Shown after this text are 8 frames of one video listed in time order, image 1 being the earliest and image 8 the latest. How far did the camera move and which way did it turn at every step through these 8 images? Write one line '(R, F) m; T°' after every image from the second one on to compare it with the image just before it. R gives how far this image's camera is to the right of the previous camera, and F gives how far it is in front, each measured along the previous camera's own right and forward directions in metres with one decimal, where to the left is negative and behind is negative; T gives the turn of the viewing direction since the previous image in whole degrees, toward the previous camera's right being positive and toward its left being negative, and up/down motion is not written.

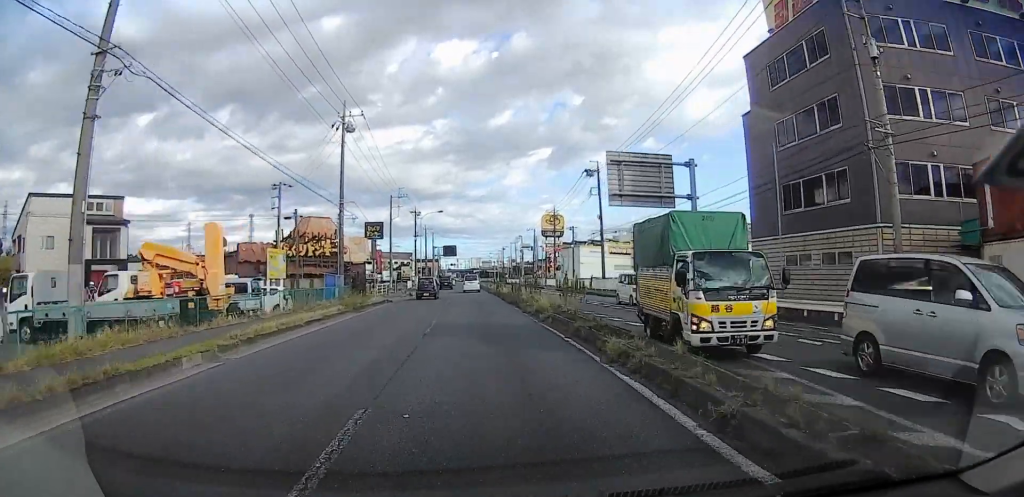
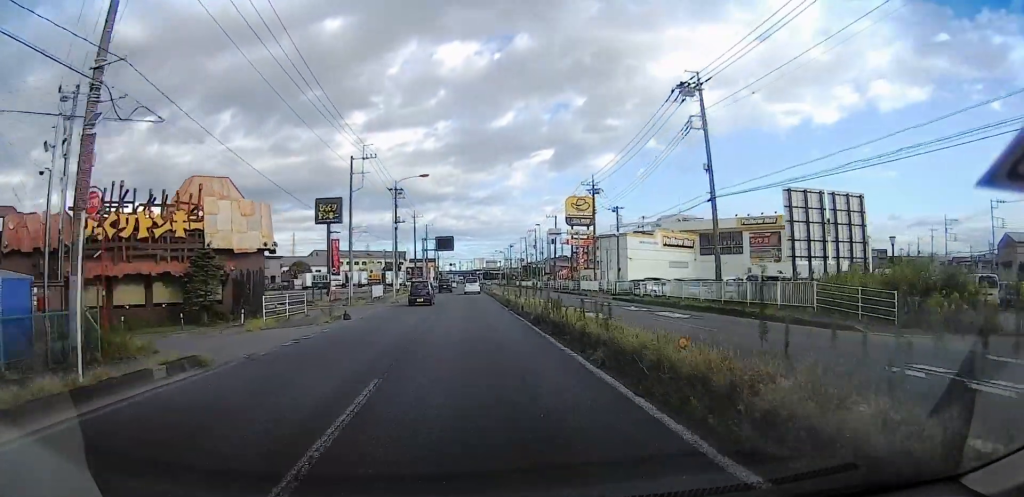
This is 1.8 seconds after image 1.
(0.0, +29.0) m; -4°
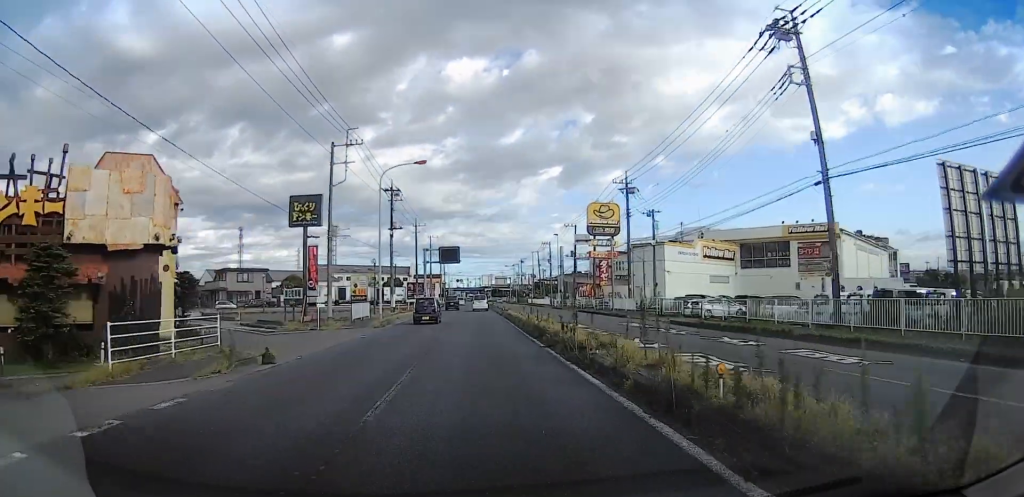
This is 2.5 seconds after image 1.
(-1.0, +11.1) m; -2°
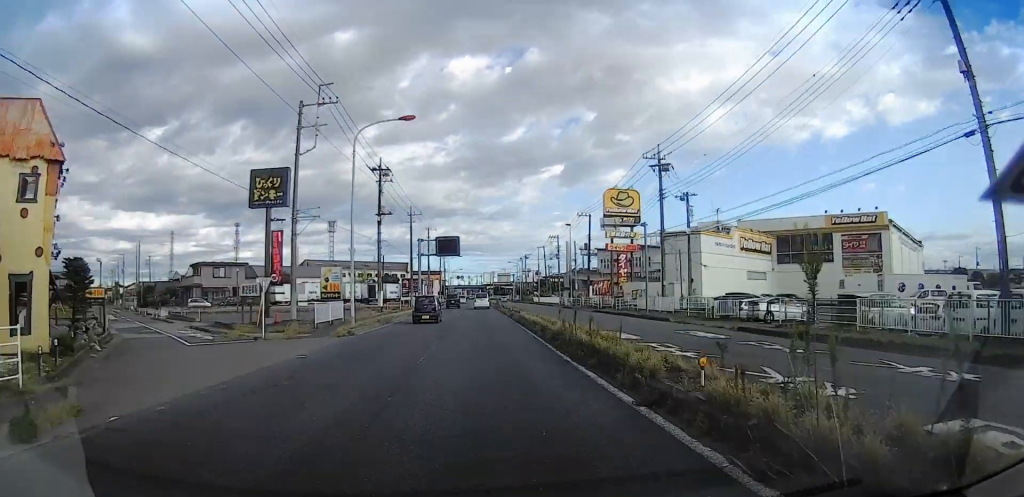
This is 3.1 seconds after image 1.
(+0.6, +10.1) m; +2°
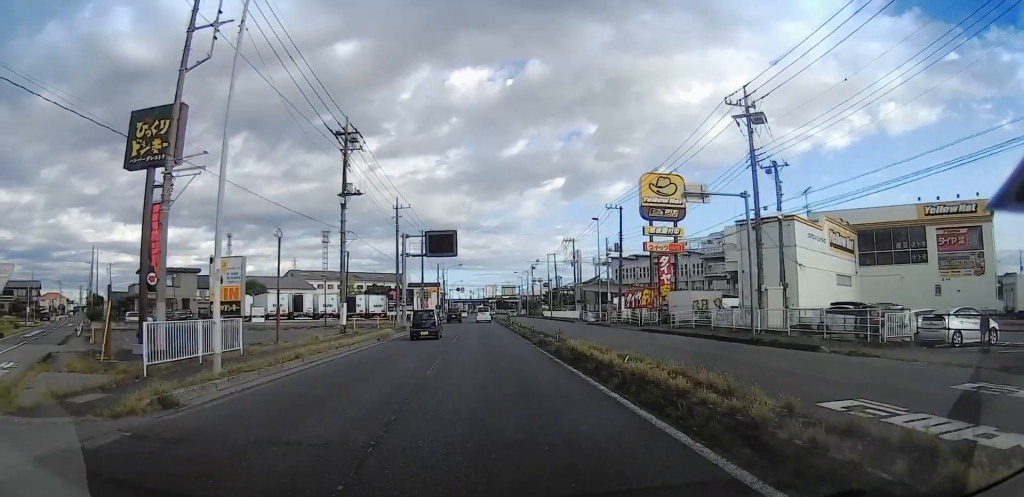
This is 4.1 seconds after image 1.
(+0.3, +16.7) m; +1°
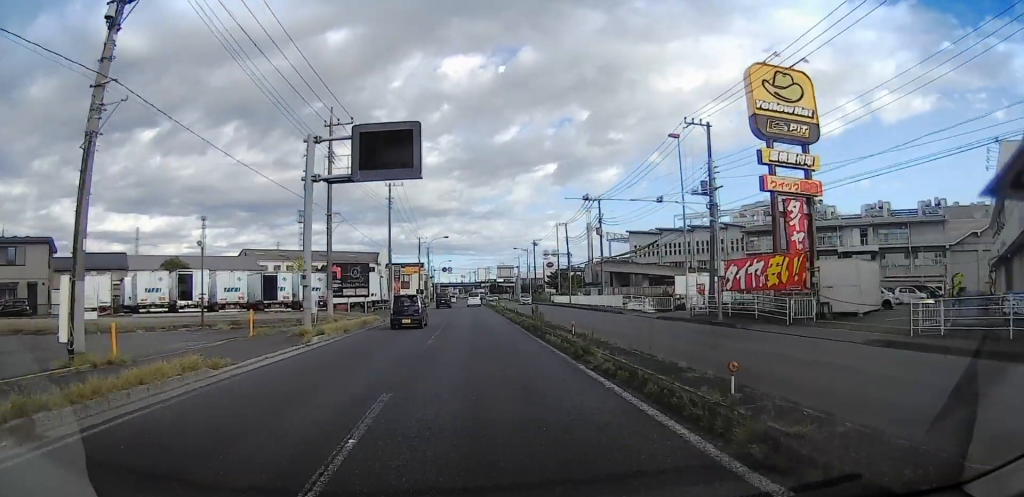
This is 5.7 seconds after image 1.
(0.0, +25.0) m; 0°
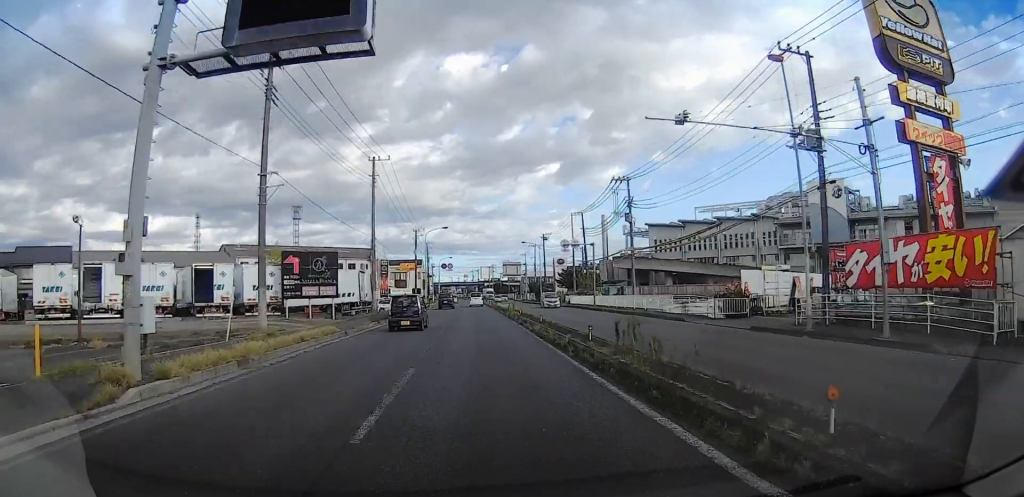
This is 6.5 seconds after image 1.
(0.0, +11.2) m; 0°
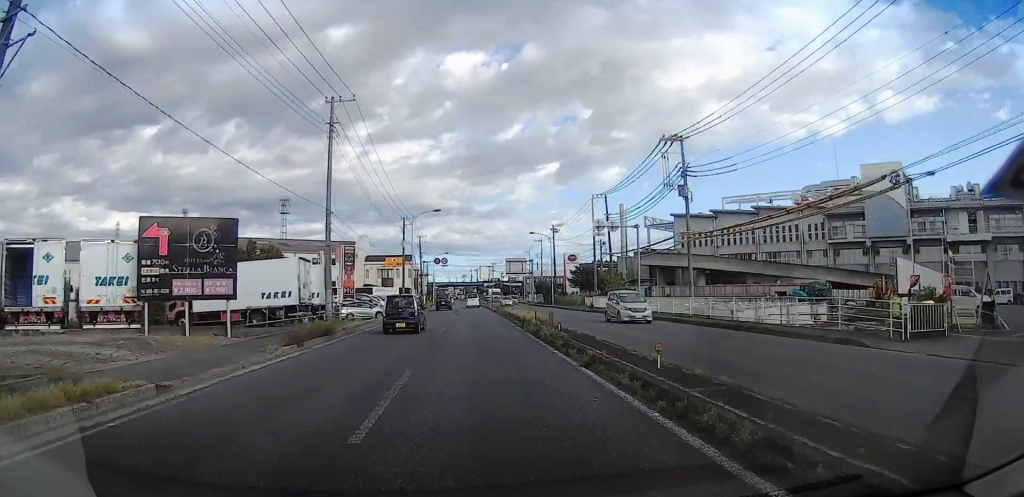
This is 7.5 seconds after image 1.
(0.0, +15.2) m; 0°
